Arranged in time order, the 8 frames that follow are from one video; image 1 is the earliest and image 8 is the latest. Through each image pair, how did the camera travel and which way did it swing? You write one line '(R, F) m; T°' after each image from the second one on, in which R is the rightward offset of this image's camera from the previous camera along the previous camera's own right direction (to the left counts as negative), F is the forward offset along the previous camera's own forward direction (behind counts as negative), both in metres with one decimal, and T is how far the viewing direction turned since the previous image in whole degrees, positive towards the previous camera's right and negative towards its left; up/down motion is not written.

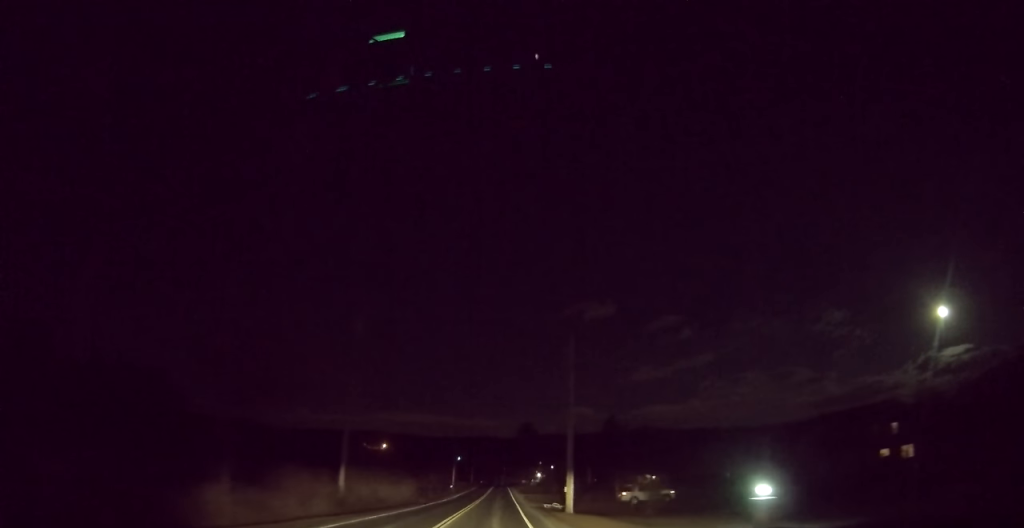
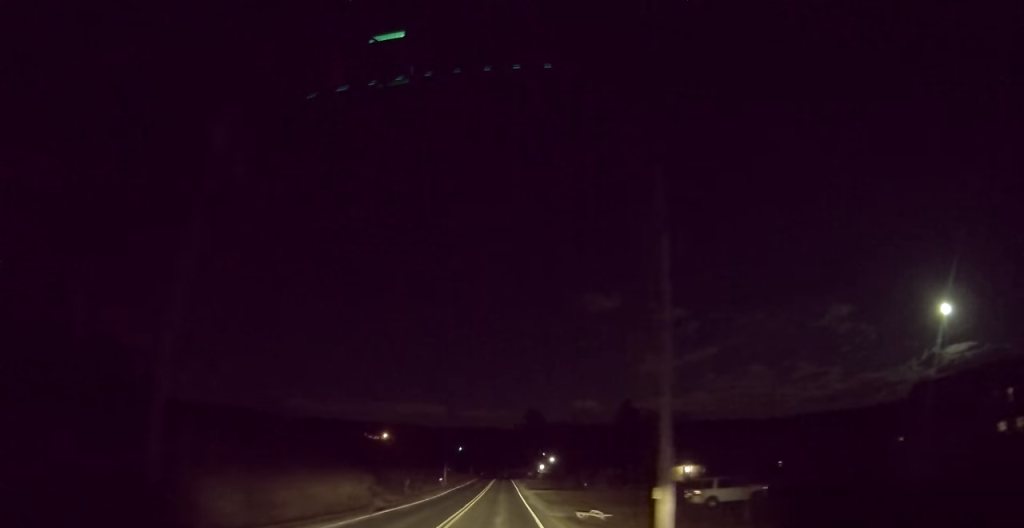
(0.0, +19.0) m; 0°
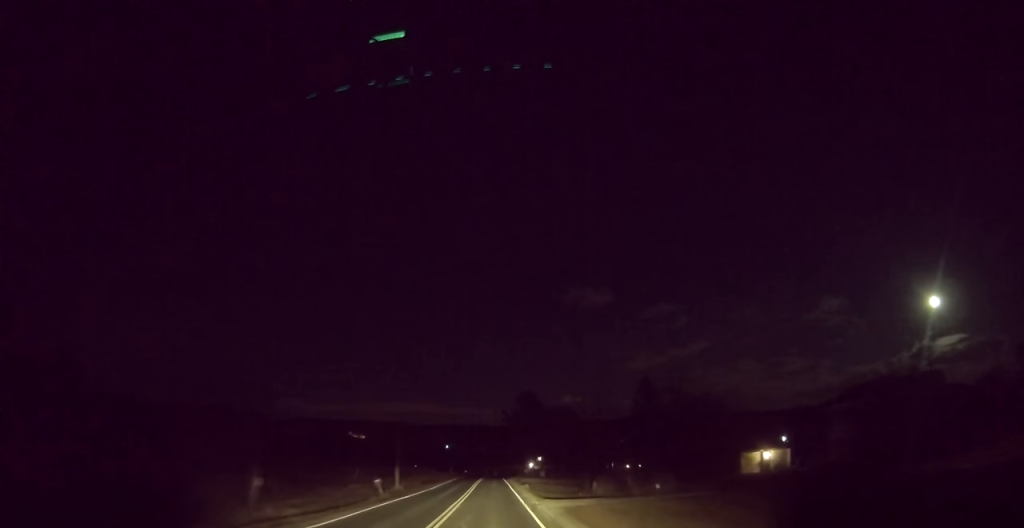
(0.0, +31.8) m; 0°
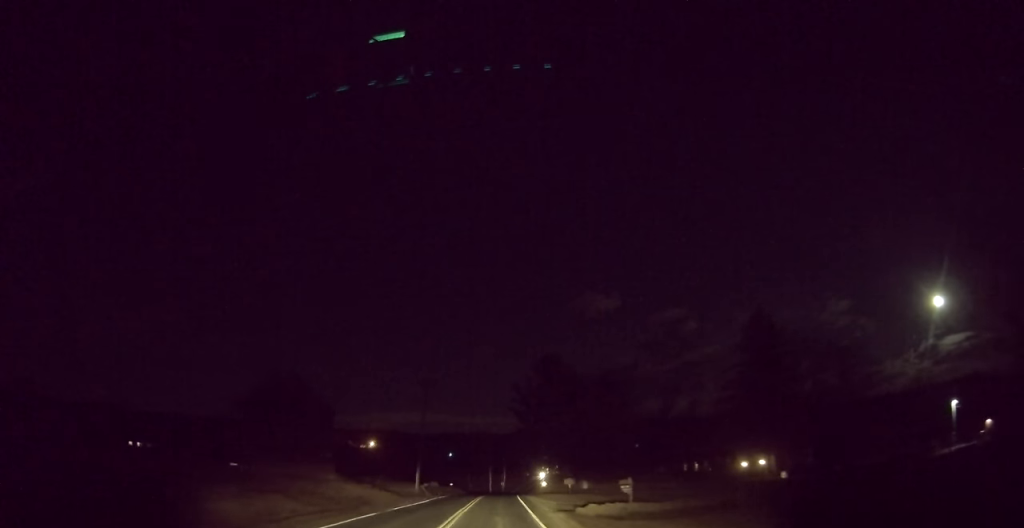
(+0.1, +56.8) m; 0°
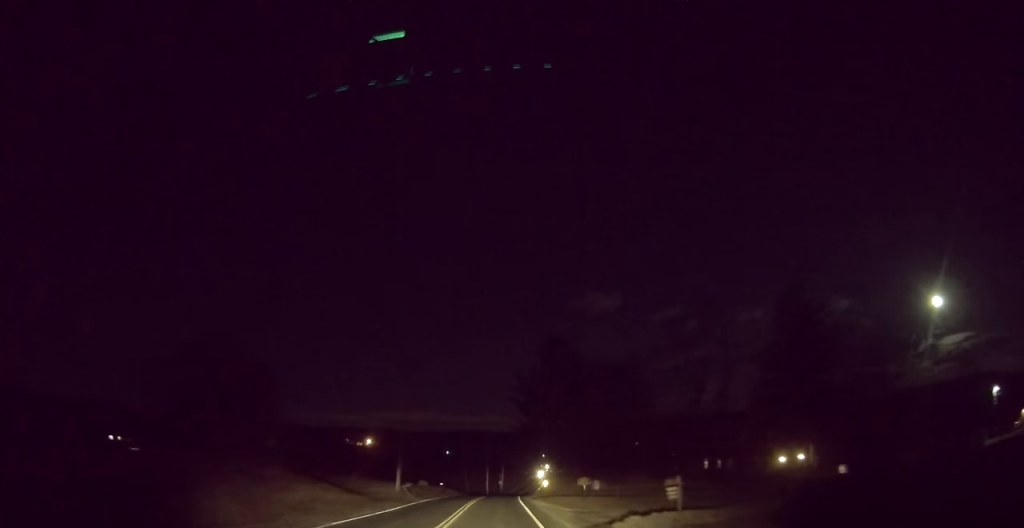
(+0.1, +10.1) m; 0°
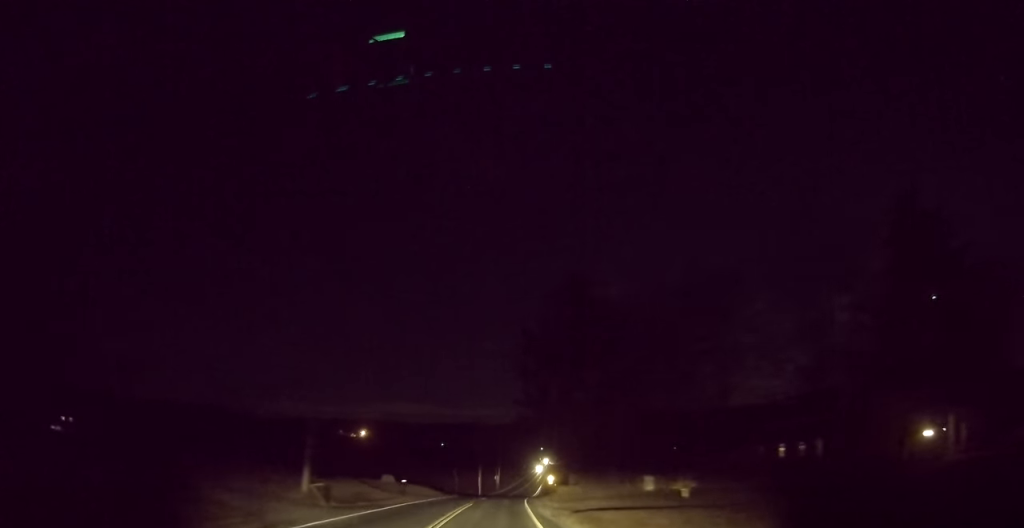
(+0.1, +23.4) m; 0°
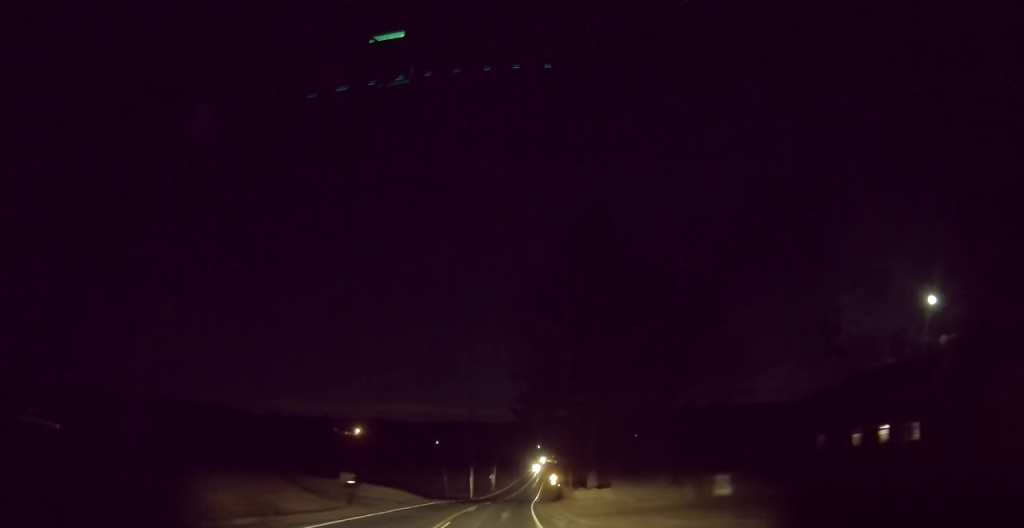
(-0.4, +14.0) m; 0°
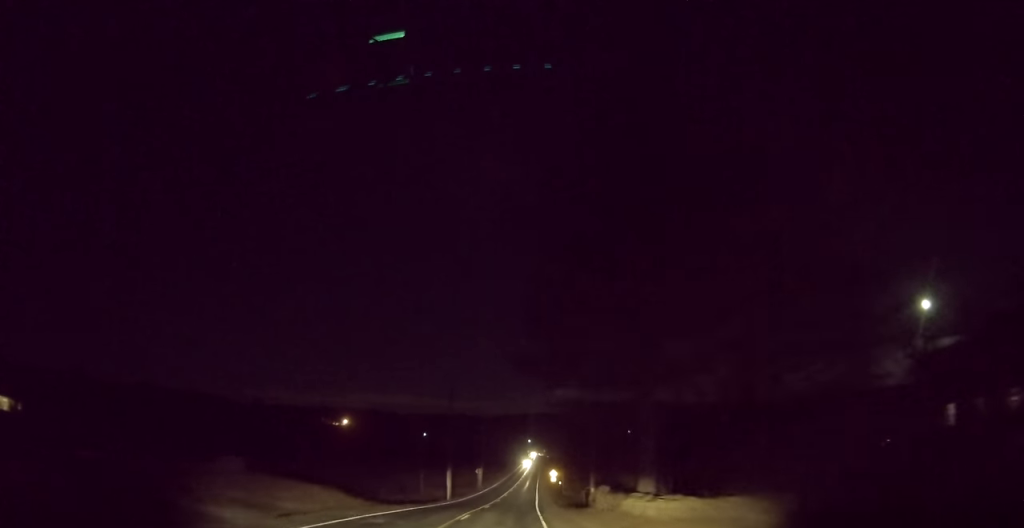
(+0.5, +18.6) m; +2°
